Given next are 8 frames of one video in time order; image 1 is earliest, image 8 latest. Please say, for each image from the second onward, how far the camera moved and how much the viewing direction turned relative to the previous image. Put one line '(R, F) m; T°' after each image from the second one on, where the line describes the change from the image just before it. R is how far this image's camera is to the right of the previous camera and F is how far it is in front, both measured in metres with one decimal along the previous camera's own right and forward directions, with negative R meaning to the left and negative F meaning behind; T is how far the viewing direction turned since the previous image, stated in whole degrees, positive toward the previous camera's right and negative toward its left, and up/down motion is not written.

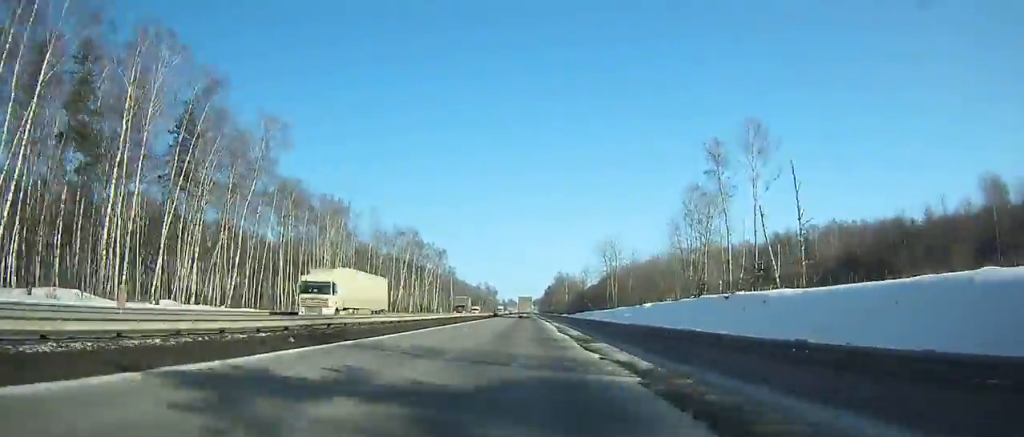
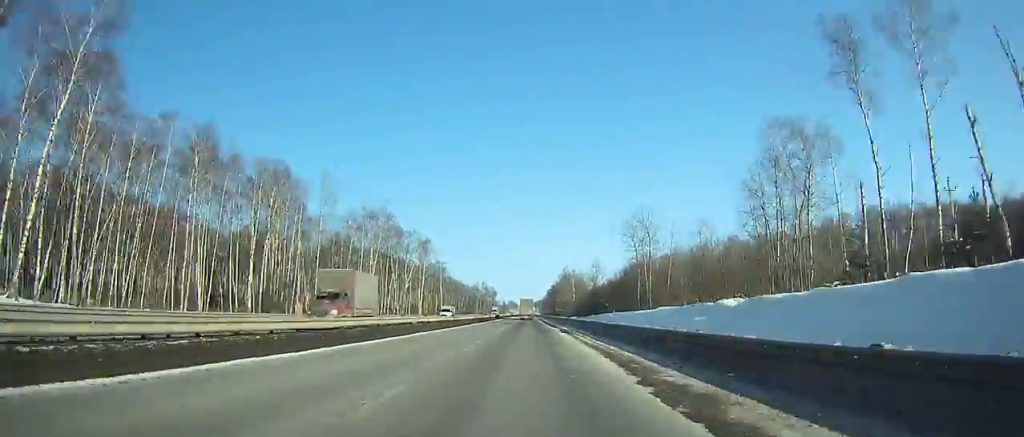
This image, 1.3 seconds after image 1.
(0.0, +31.4) m; 0°
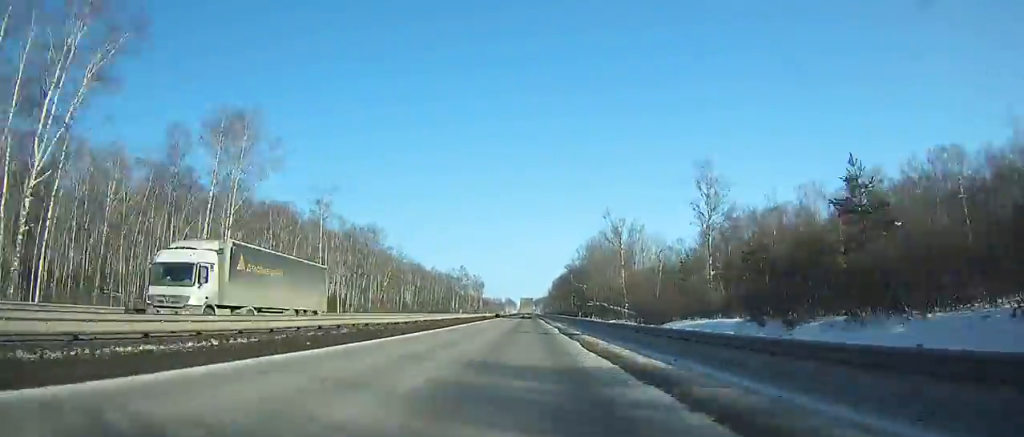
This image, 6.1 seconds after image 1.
(-0.1, +118.1) m; 0°
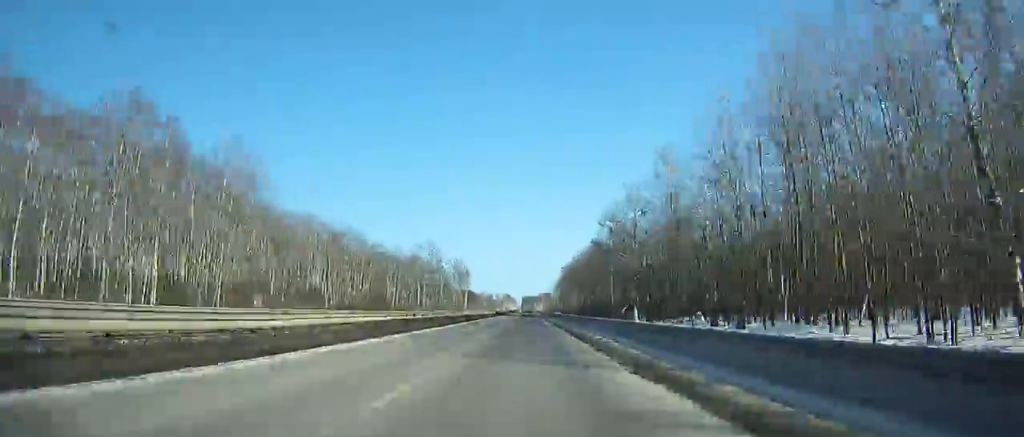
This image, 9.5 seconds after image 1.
(0.0, +85.4) m; 0°
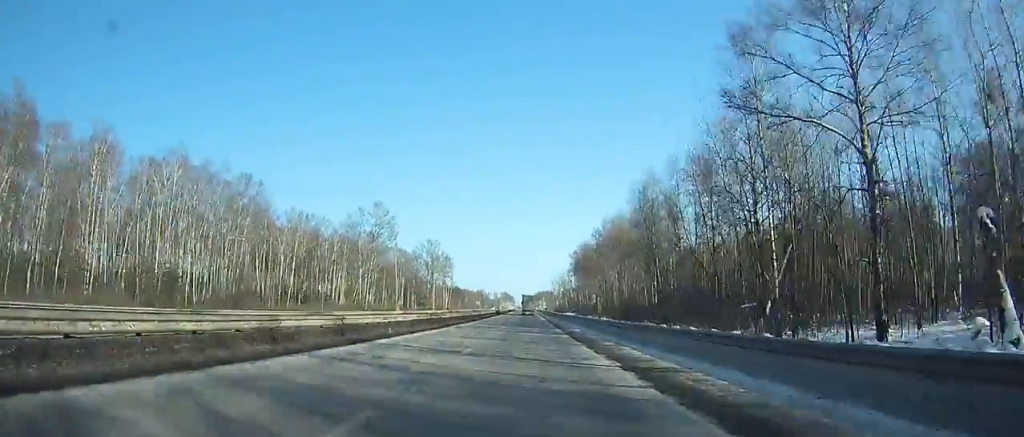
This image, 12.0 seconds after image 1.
(0.0, +63.4) m; 0°
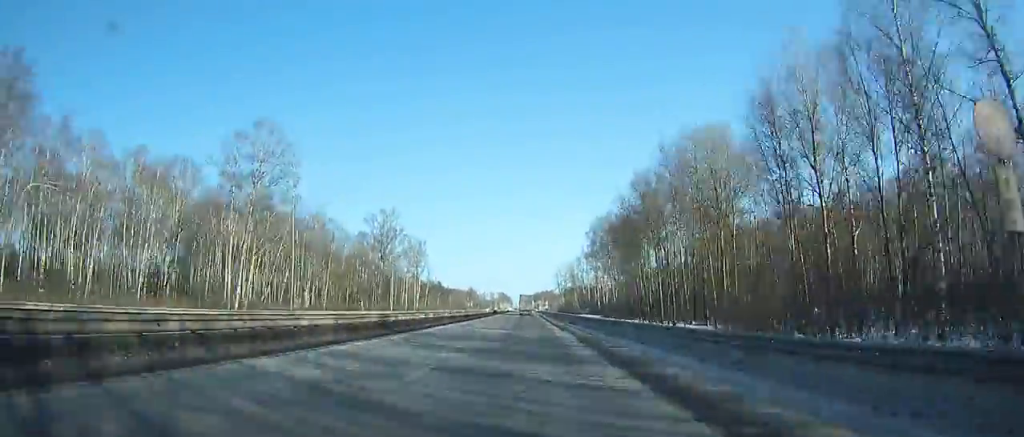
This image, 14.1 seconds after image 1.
(+0.1, +53.5) m; 0°
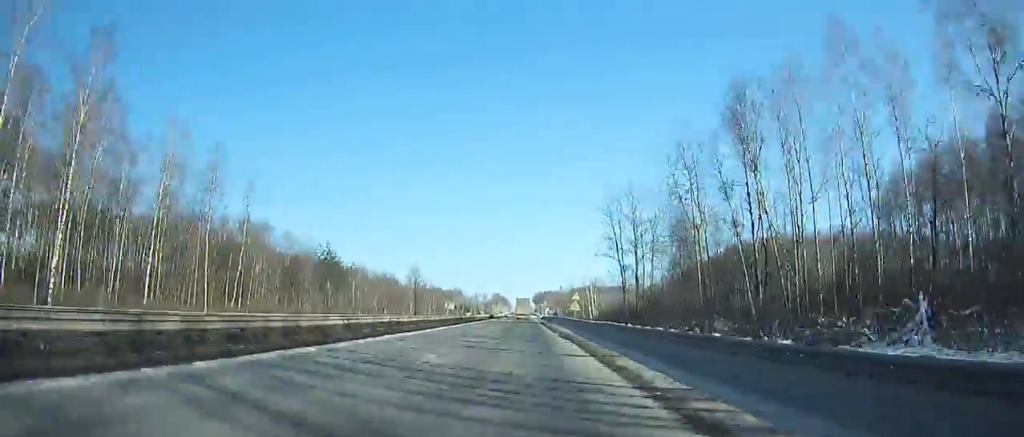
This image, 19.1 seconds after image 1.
(0.0, +127.2) m; 0°
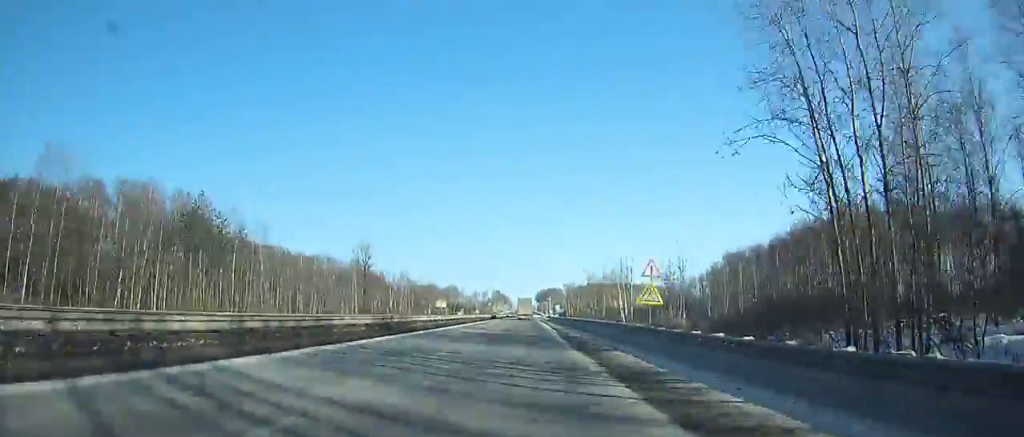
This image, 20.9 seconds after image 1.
(0.0, +45.5) m; 0°
